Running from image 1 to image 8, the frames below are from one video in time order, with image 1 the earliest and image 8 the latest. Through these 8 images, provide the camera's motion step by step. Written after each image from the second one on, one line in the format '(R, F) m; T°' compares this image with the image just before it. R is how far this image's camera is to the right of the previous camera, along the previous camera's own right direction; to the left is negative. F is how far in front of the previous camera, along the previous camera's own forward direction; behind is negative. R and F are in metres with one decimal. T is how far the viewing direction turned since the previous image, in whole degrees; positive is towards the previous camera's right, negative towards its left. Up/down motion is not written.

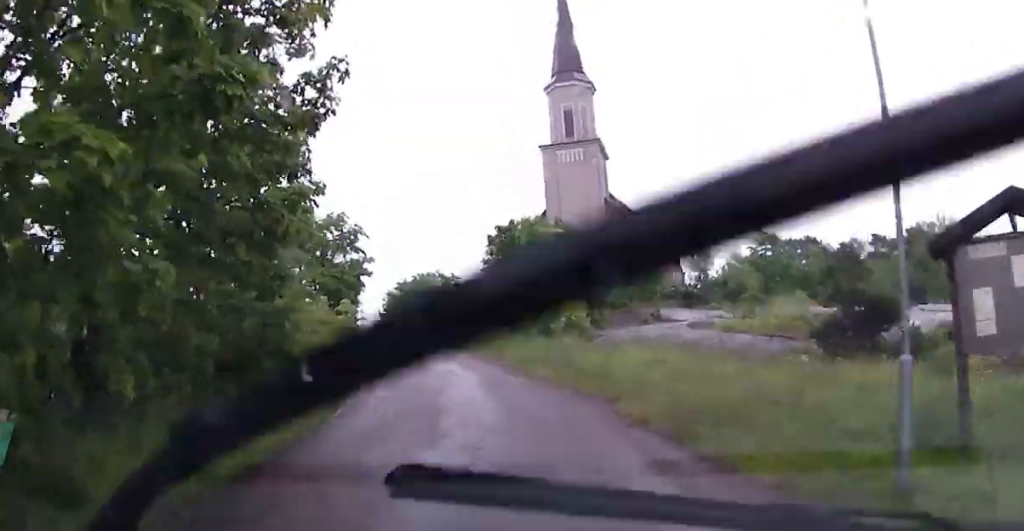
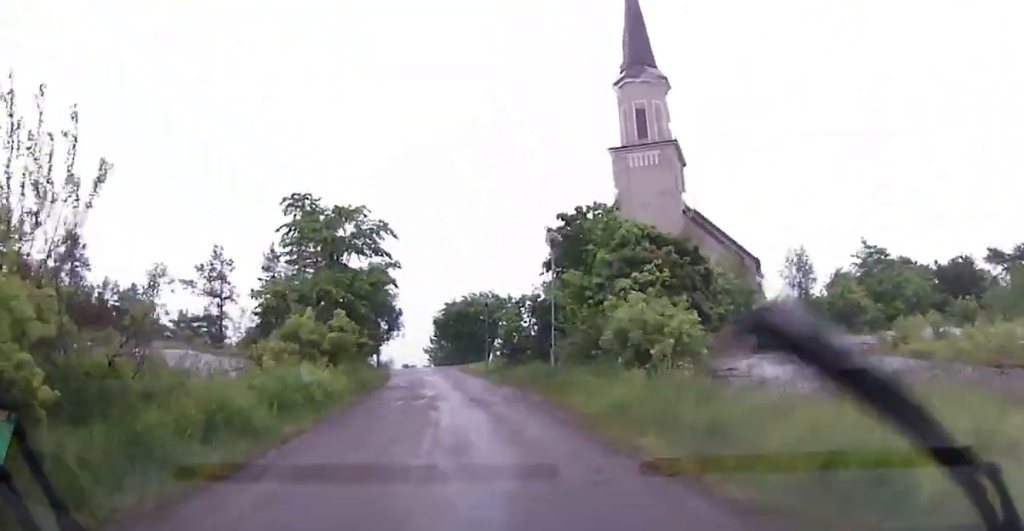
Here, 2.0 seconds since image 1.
(-1.5, +10.1) m; -16°
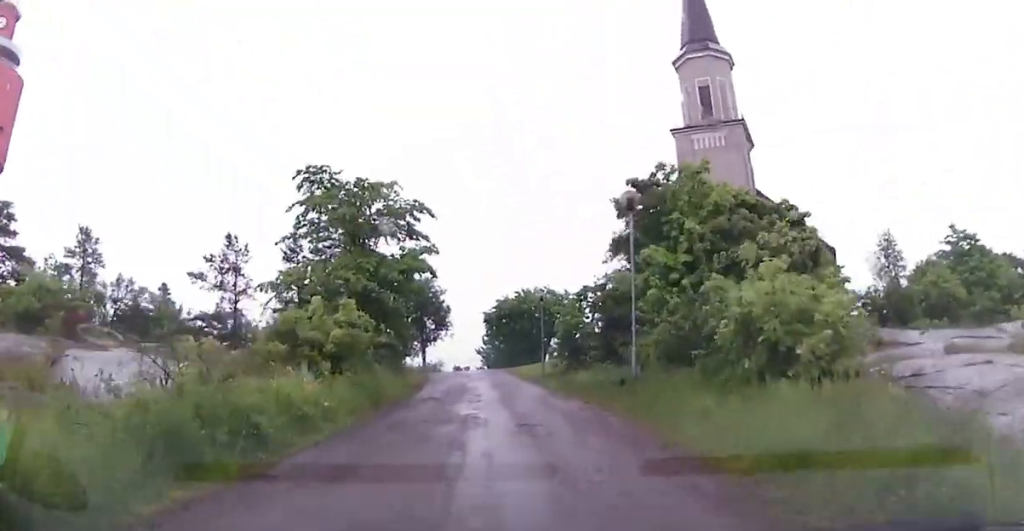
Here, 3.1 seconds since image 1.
(-0.1, +5.7) m; 0°
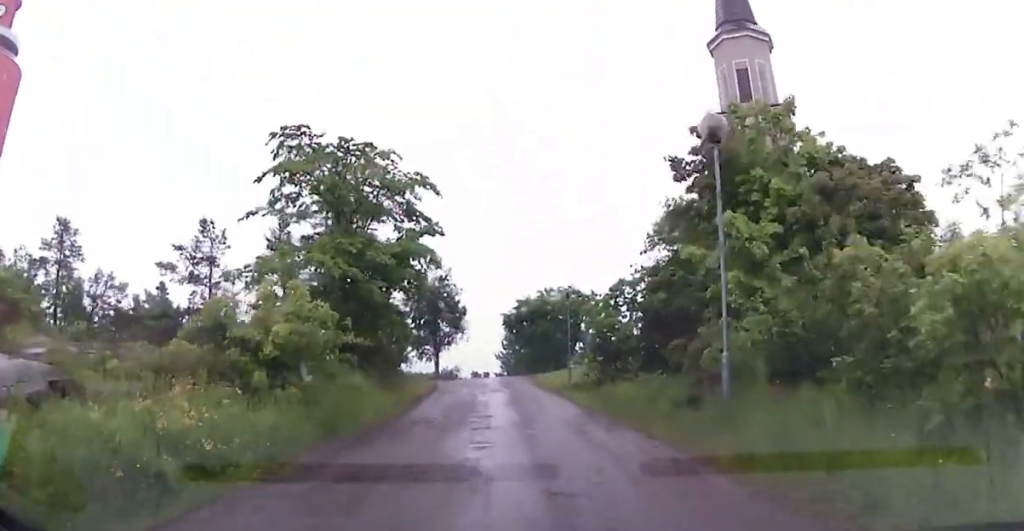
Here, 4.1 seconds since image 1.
(0.0, +5.7) m; -3°
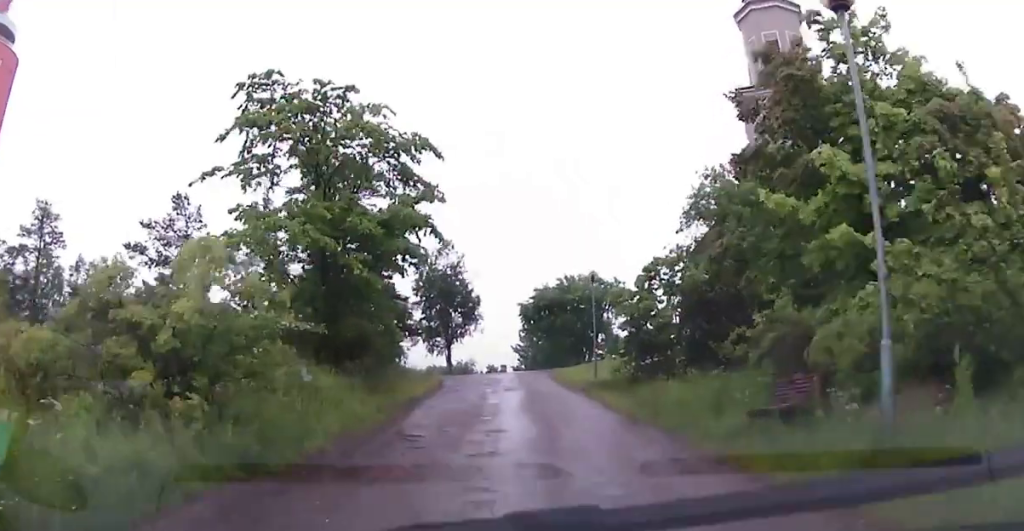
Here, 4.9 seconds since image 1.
(-0.2, +4.2) m; -3°
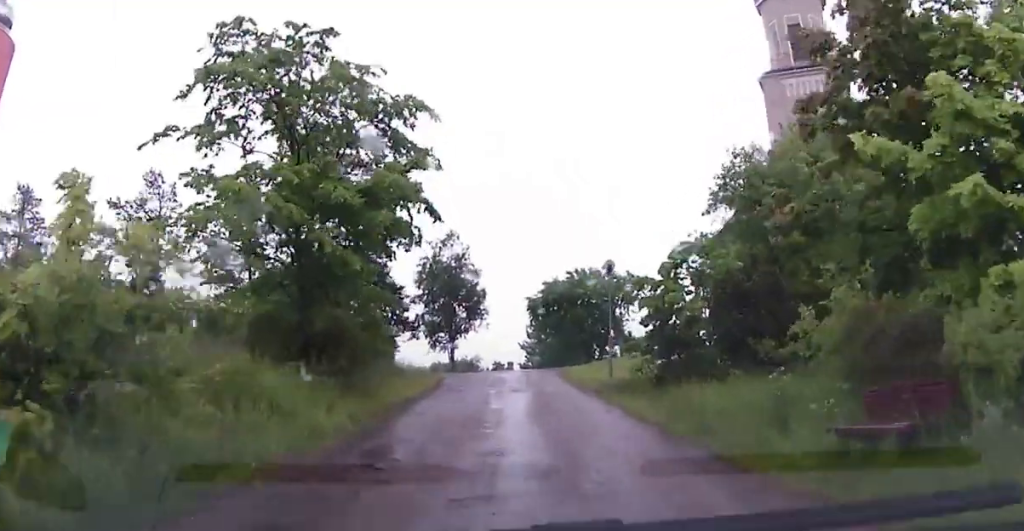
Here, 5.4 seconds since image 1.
(0.0, +2.9) m; 0°
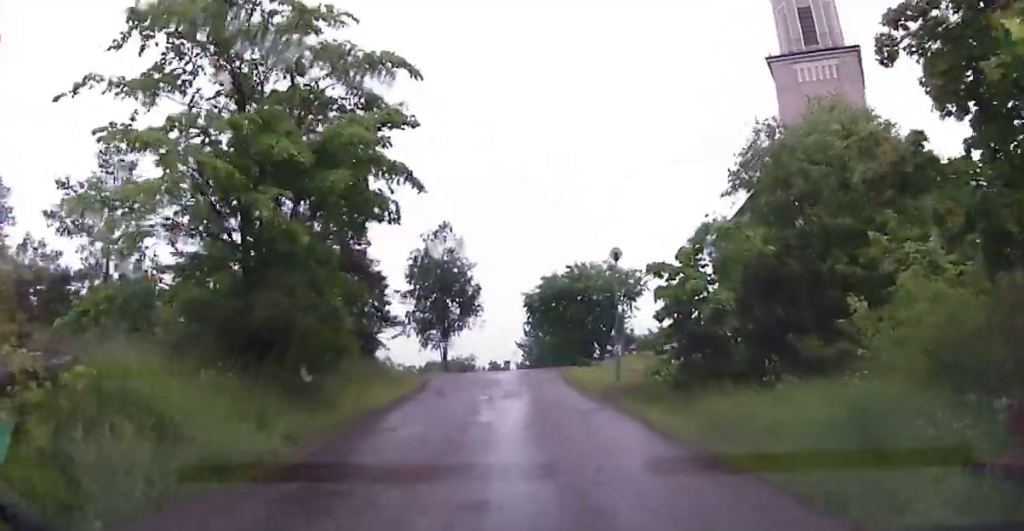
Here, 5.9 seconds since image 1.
(0.0, +3.0) m; +2°
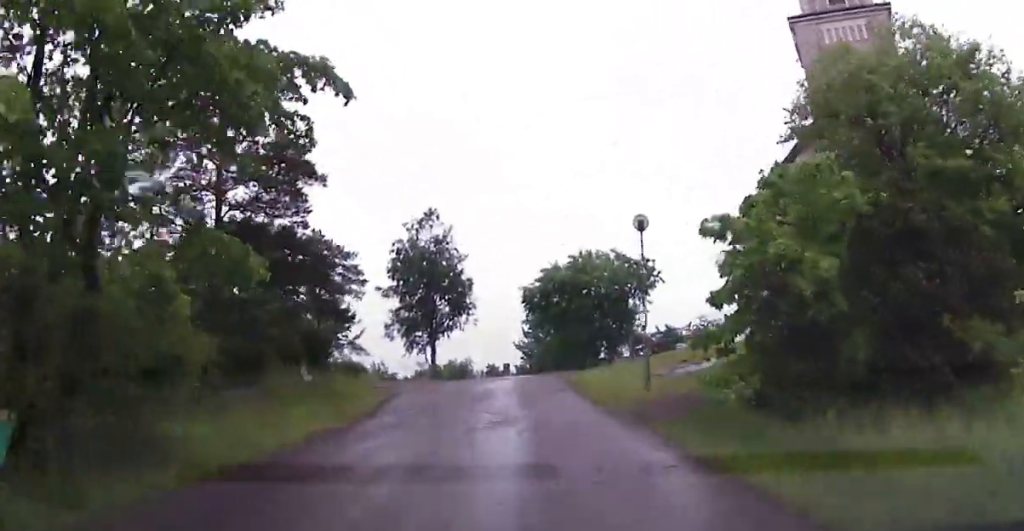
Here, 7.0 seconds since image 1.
(+0.3, +6.0) m; +4°
